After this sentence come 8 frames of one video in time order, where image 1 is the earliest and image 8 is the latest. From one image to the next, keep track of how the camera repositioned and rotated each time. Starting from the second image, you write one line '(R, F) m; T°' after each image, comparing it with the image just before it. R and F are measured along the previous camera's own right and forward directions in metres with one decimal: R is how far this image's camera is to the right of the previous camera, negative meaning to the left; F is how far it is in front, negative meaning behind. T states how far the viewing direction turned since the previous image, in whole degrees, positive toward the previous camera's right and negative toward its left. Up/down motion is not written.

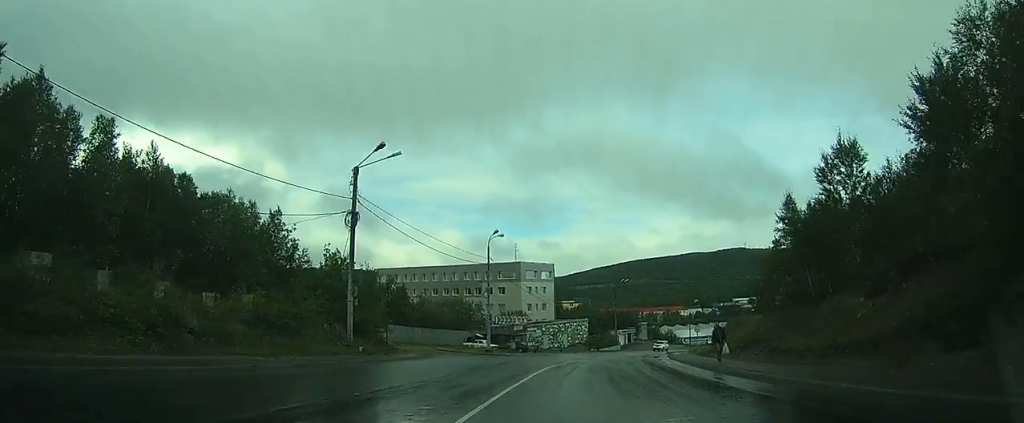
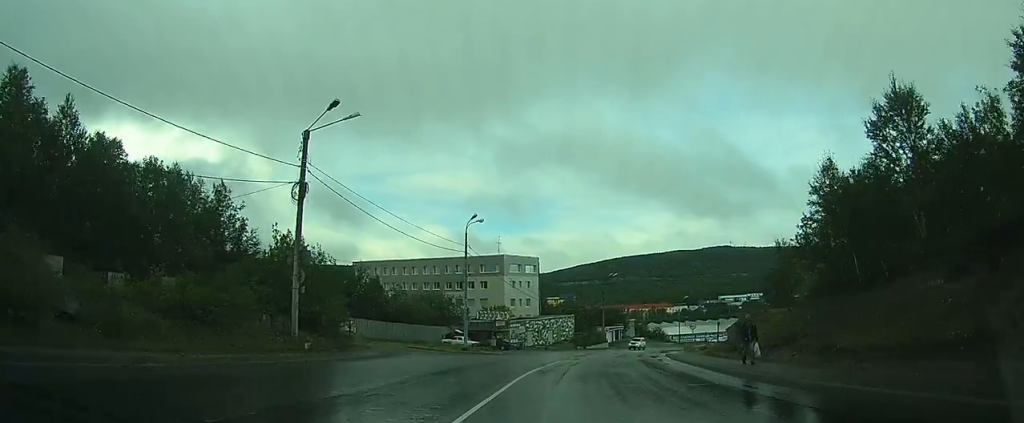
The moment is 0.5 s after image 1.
(+0.1, +5.2) m; +2°
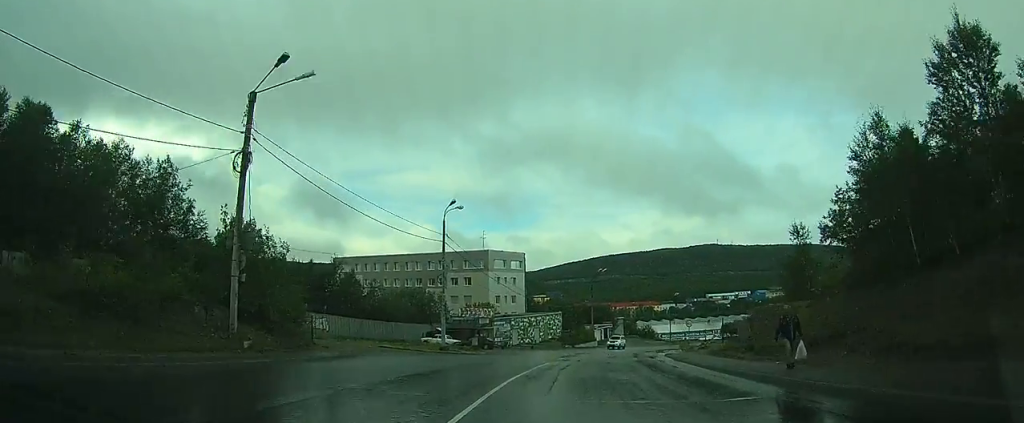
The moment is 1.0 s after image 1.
(+0.1, +4.3) m; 0°
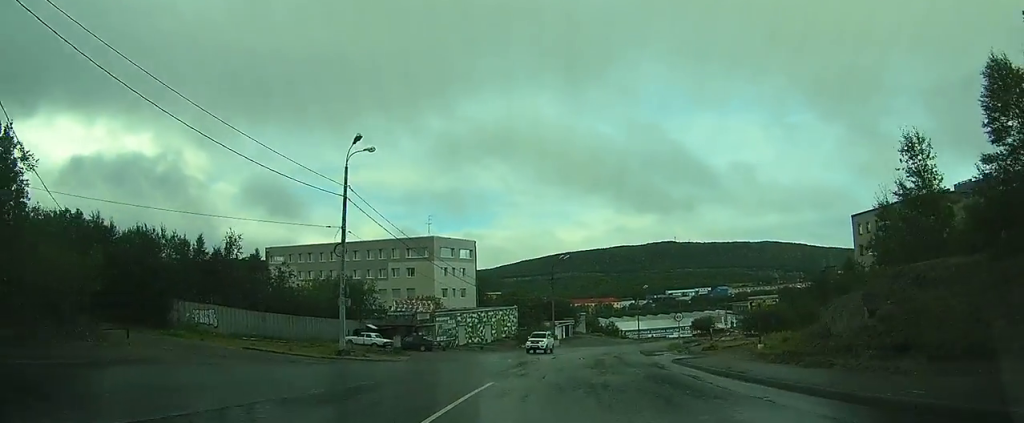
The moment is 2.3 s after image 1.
(+0.1, +13.3) m; +2°
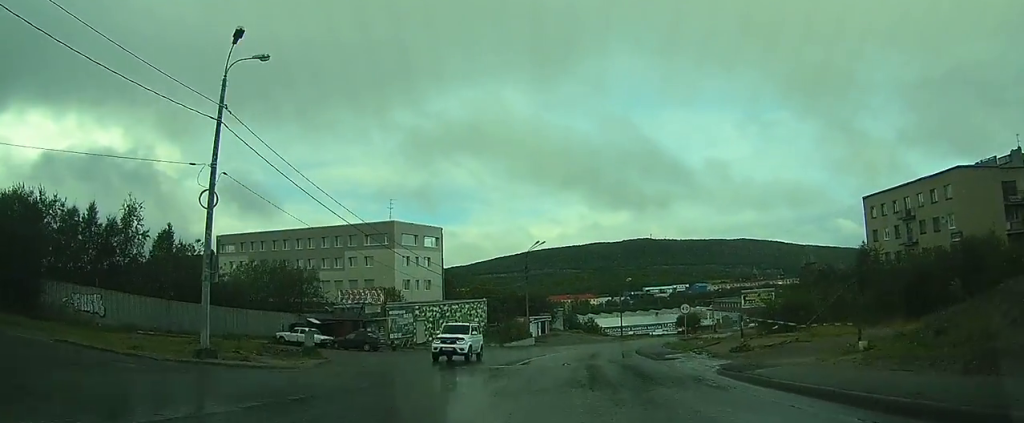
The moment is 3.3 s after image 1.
(+0.3, +9.9) m; +3°
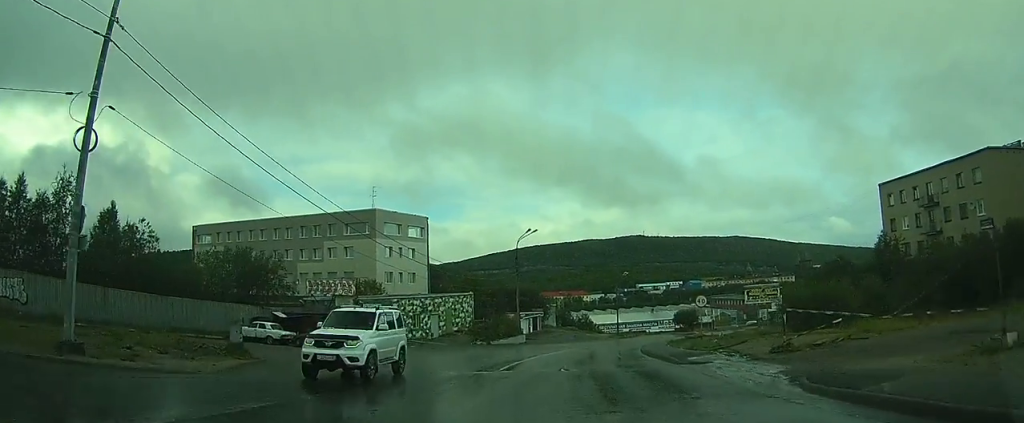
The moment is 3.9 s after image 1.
(+0.1, +5.4) m; +1°
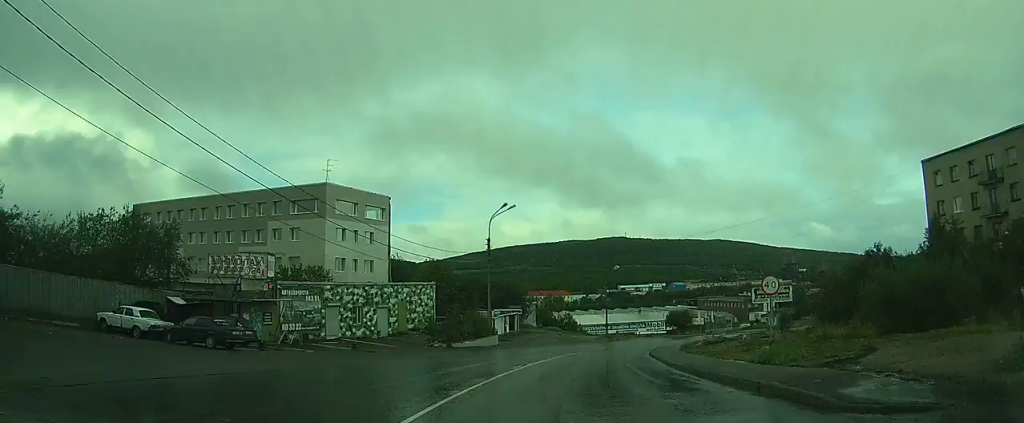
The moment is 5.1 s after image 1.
(+0.2, +11.6) m; +1°
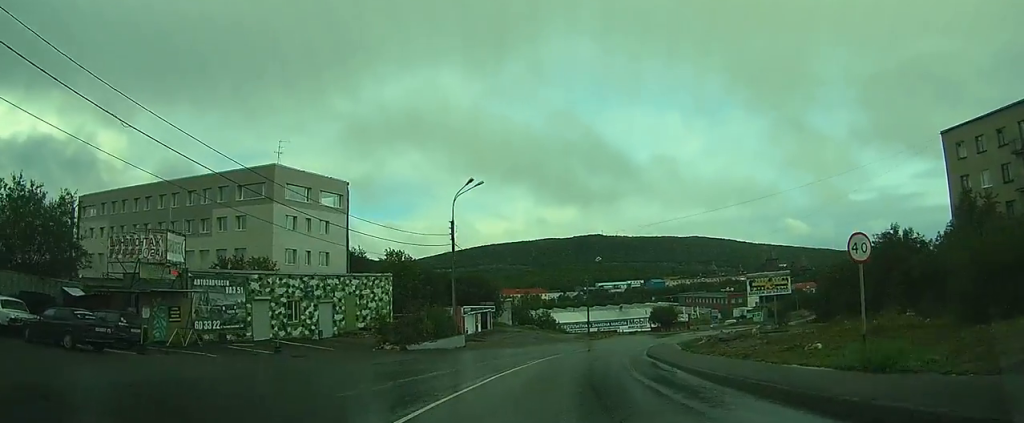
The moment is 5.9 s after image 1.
(0.0, +7.1) m; 0°
